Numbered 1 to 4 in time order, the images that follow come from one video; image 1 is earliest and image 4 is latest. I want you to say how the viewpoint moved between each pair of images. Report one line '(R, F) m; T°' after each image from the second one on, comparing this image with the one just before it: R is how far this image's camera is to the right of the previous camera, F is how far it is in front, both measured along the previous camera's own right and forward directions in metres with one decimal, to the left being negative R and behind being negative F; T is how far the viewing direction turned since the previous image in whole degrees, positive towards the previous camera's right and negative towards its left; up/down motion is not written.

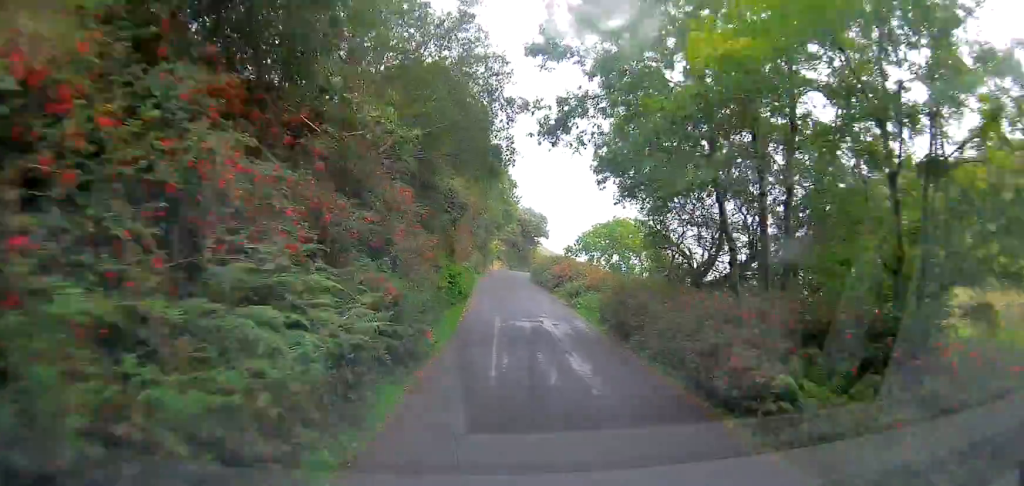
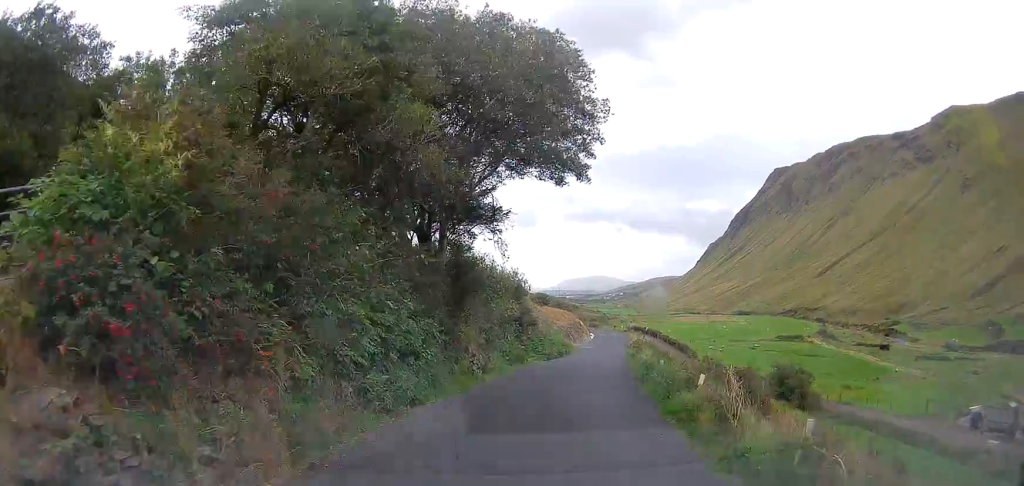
(-0.3, +83.1) m; +7°
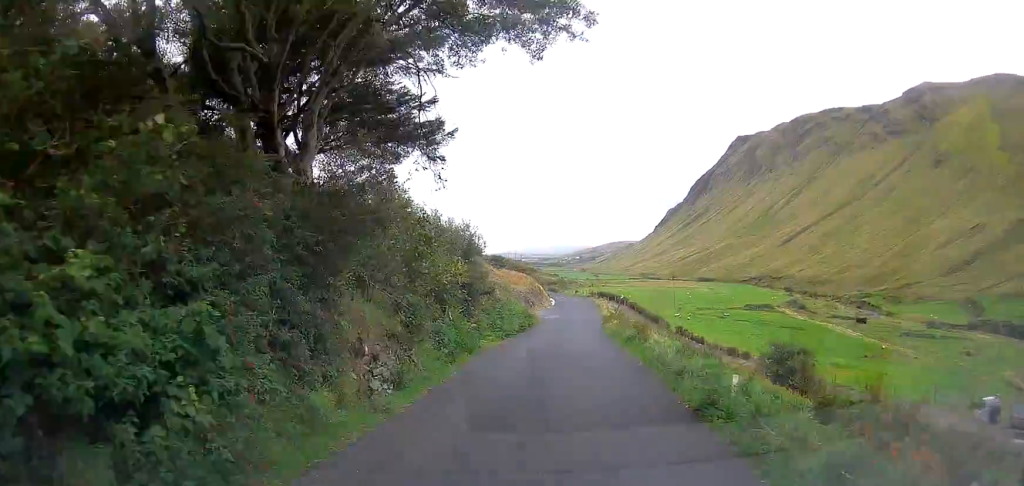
(+0.1, +8.9) m; +3°
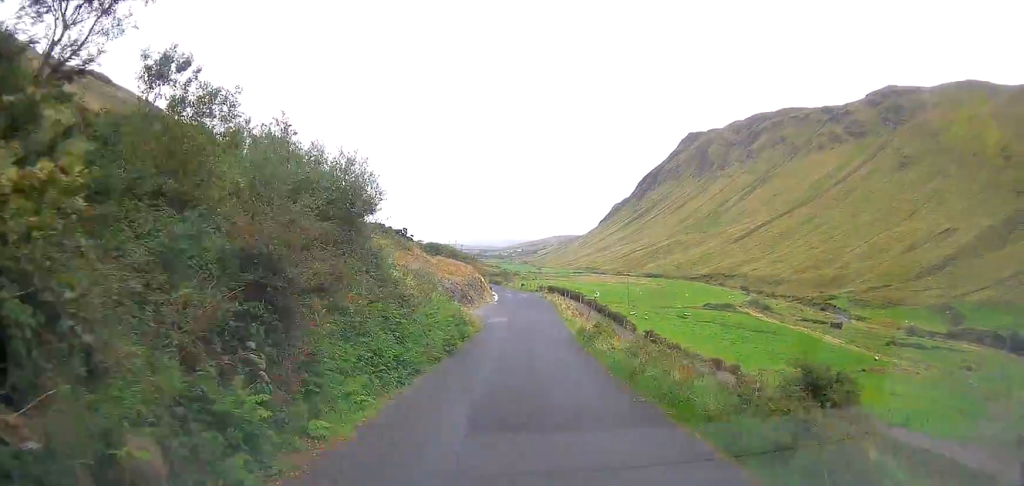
(+0.6, +14.7) m; +3°
